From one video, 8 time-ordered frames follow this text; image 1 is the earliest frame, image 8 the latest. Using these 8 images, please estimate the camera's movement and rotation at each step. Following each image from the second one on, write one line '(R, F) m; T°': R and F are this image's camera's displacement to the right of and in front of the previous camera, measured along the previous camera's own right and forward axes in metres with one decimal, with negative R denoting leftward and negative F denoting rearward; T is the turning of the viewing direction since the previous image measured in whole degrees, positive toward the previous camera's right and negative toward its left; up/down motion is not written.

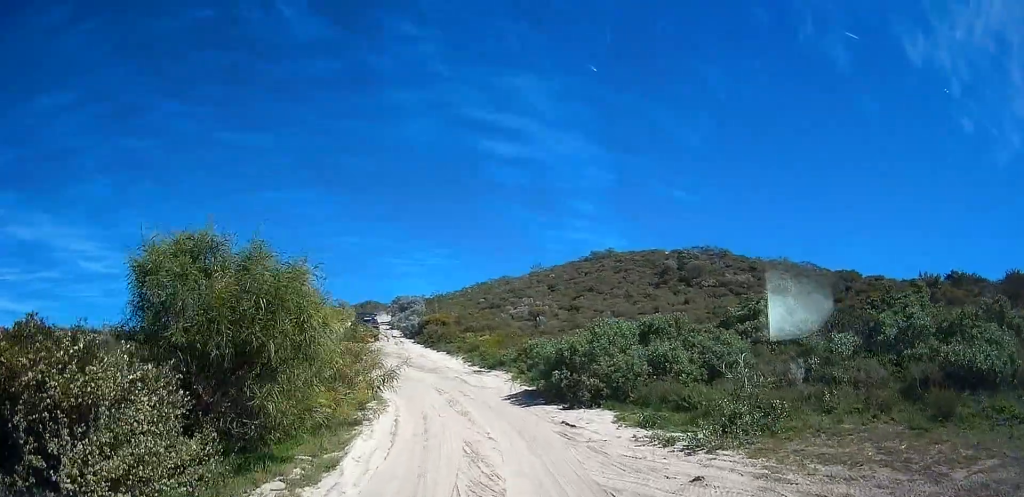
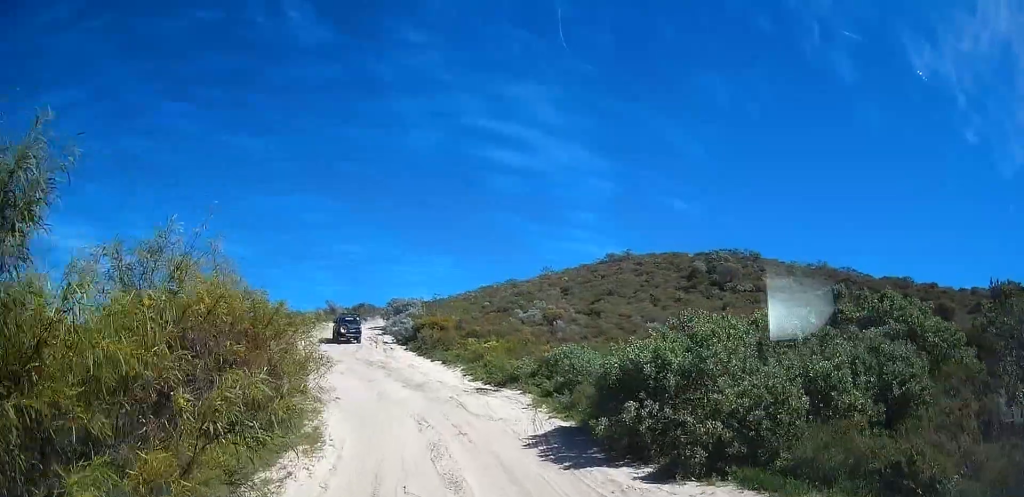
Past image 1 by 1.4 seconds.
(0.0, +6.7) m; +2°
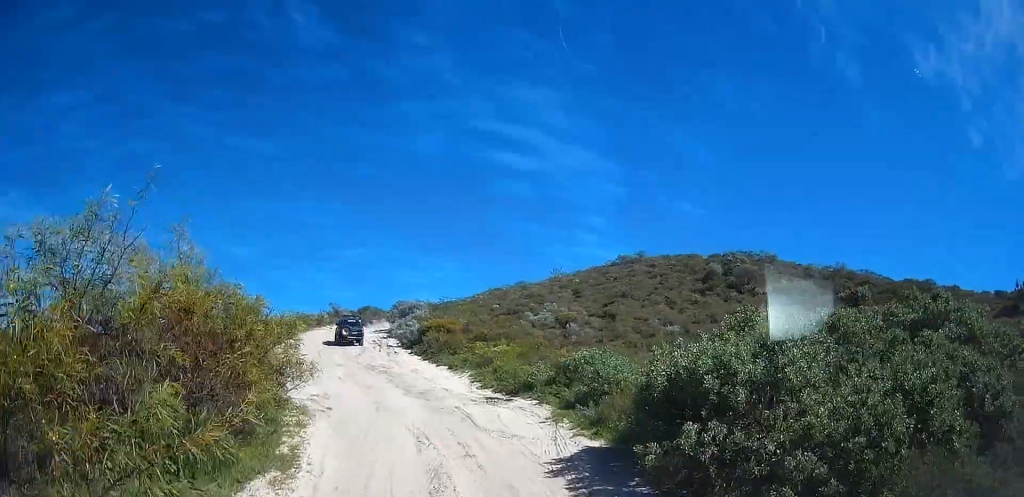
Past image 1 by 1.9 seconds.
(-0.1, +2.0) m; +2°
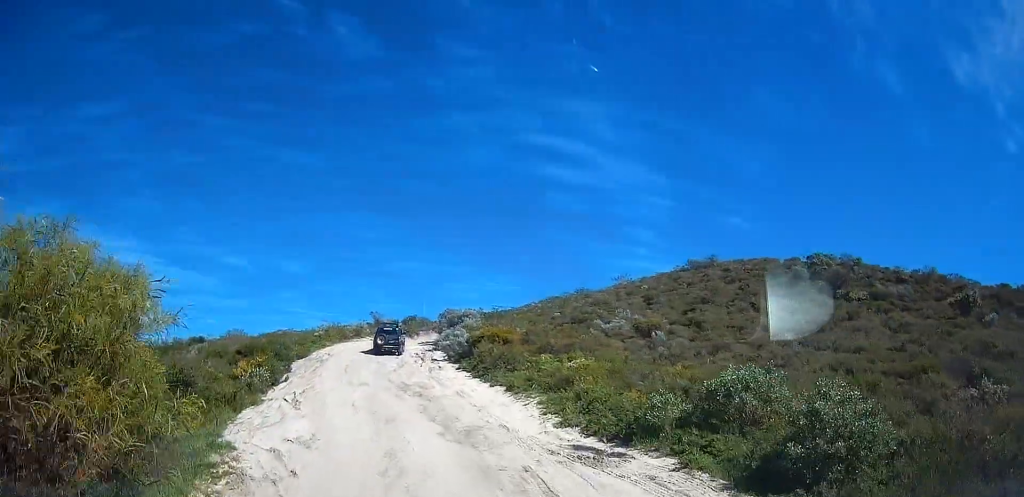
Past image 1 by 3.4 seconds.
(-0.1, +5.8) m; -9°
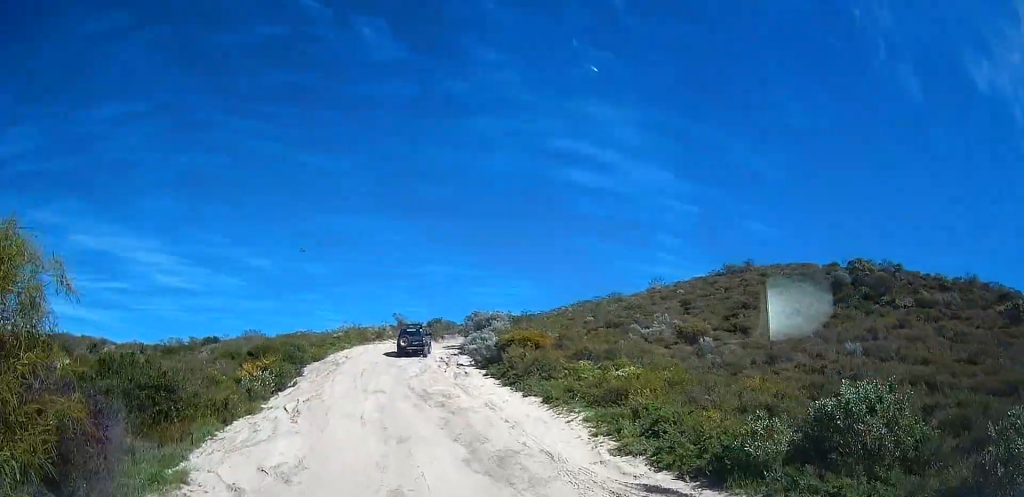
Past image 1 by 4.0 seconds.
(-0.2, +2.3) m; -5°
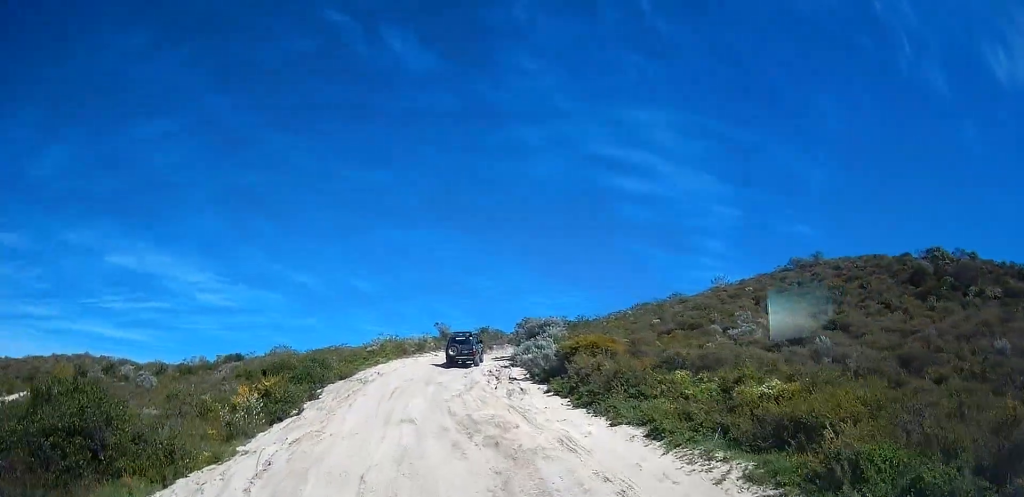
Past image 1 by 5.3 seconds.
(-0.1, +5.0) m; -1°
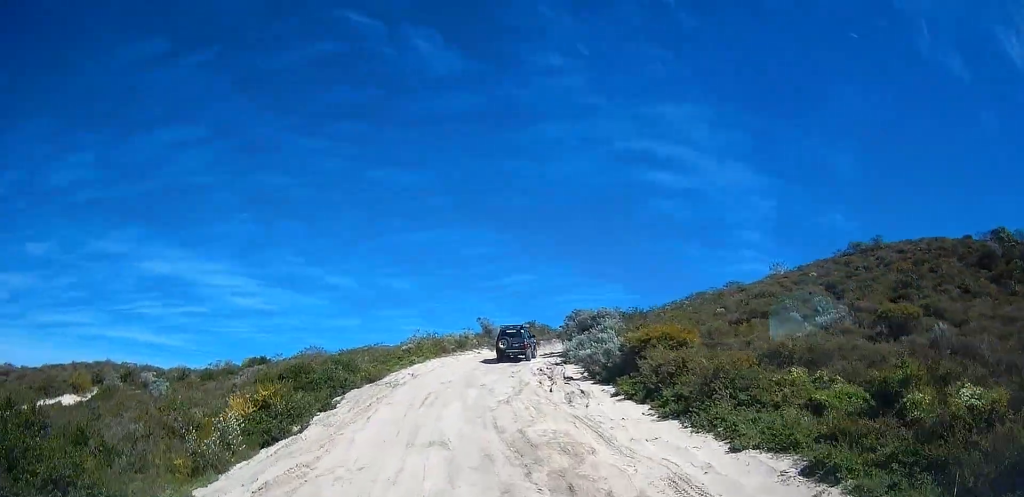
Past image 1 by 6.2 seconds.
(0.0, +3.7) m; -4°
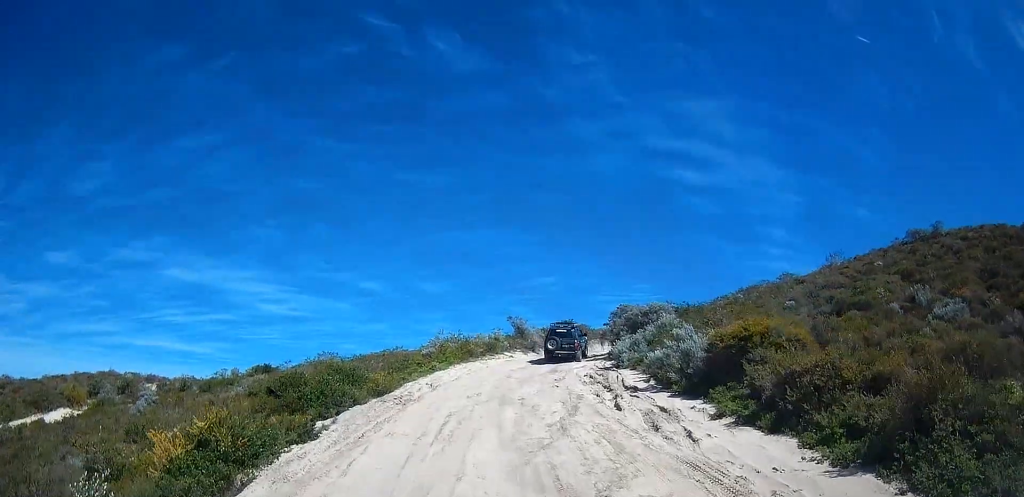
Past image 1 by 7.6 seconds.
(-0.4, +4.9) m; -3°
